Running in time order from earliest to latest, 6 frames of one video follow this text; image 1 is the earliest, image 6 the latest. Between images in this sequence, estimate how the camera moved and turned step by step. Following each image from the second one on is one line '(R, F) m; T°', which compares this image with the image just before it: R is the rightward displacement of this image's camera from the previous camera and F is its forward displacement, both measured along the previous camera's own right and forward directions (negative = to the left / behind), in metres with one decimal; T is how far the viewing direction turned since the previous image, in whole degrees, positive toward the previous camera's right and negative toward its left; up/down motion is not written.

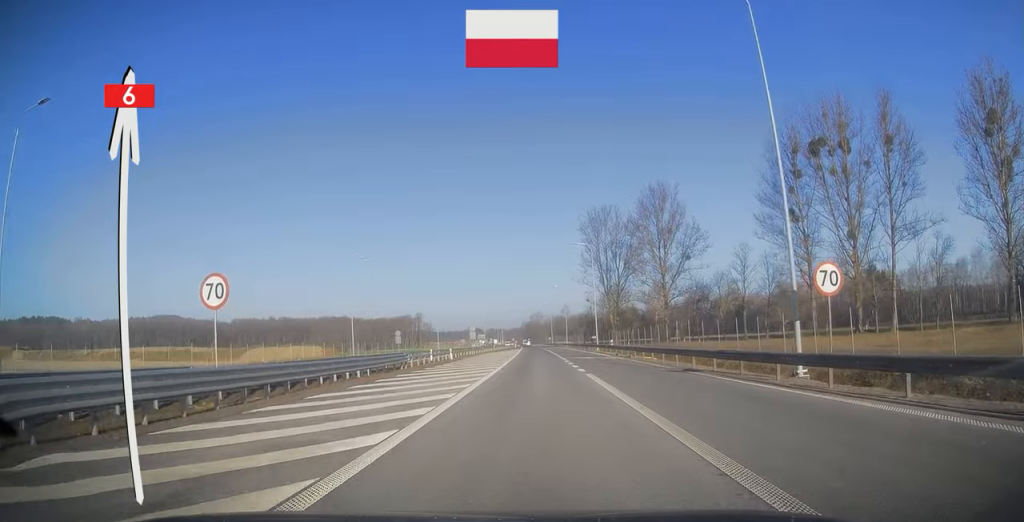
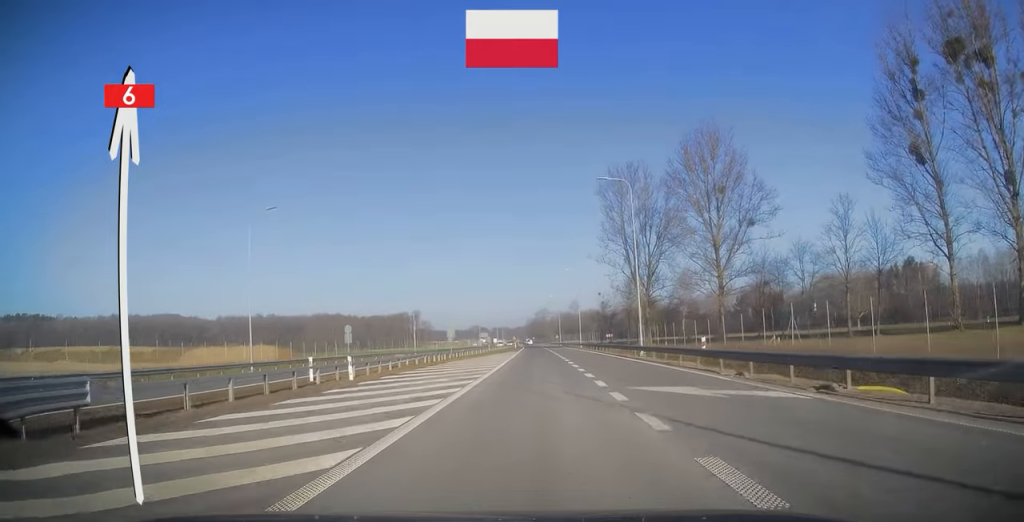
(-0.2, +27.9) m; -1°
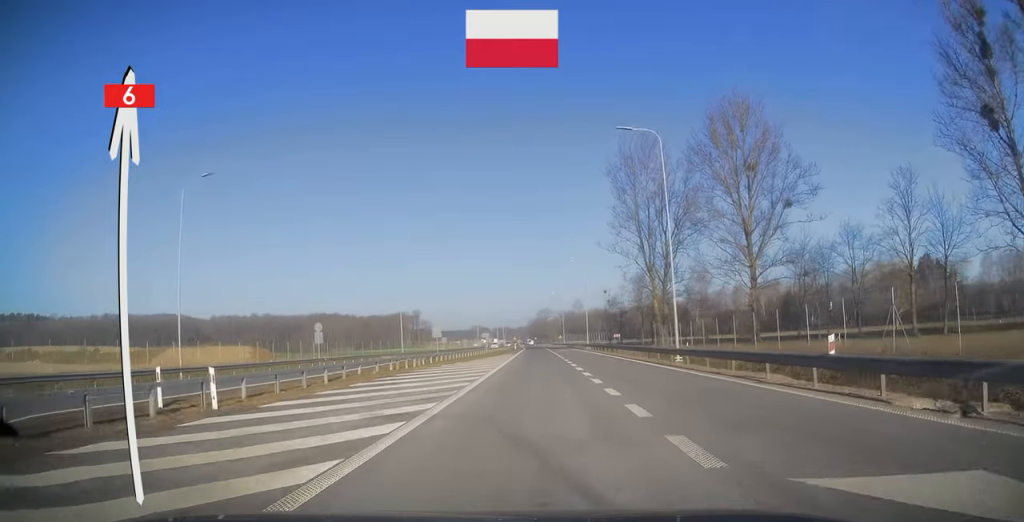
(-0.2, +10.4) m; 0°
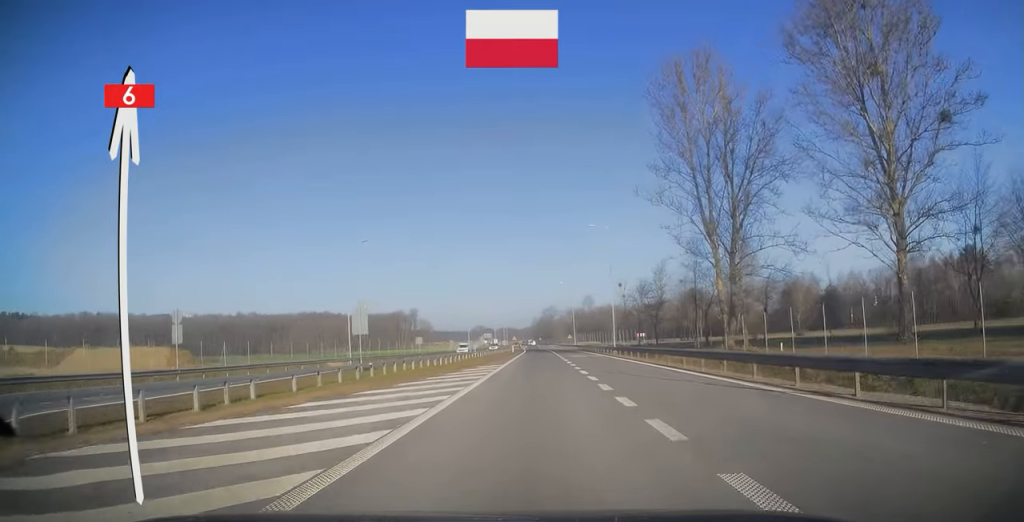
(+0.4, +26.0) m; 0°
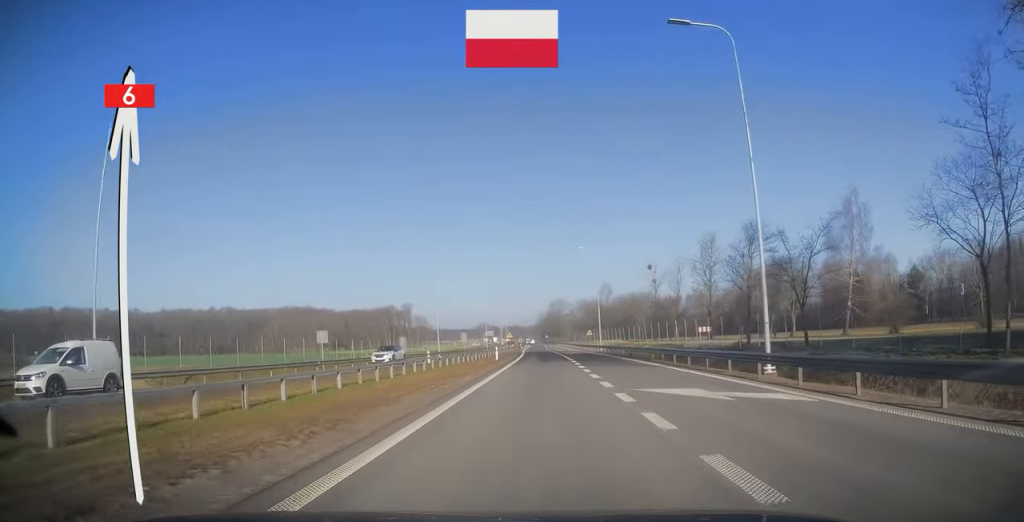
(-0.8, +38.6) m; -1°
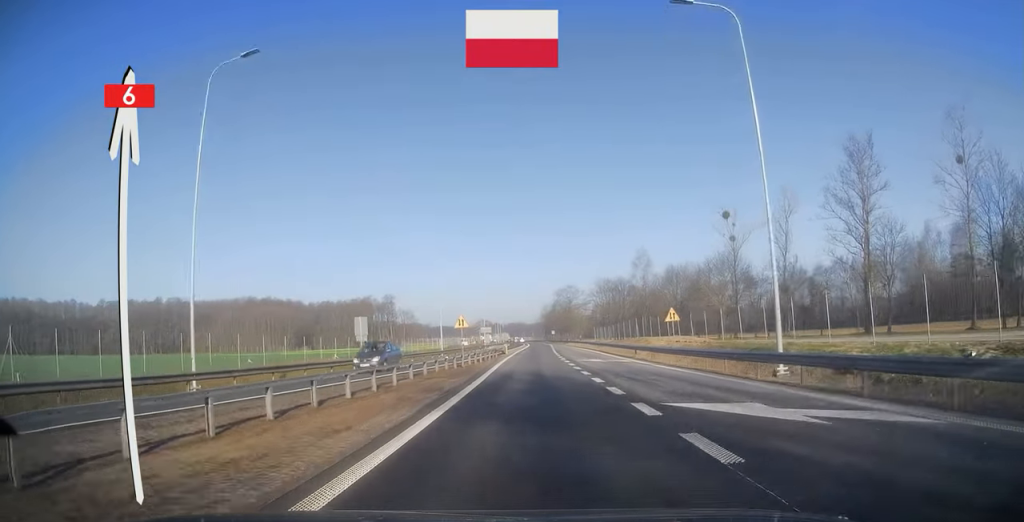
(0.0, +53.9) m; -1°
